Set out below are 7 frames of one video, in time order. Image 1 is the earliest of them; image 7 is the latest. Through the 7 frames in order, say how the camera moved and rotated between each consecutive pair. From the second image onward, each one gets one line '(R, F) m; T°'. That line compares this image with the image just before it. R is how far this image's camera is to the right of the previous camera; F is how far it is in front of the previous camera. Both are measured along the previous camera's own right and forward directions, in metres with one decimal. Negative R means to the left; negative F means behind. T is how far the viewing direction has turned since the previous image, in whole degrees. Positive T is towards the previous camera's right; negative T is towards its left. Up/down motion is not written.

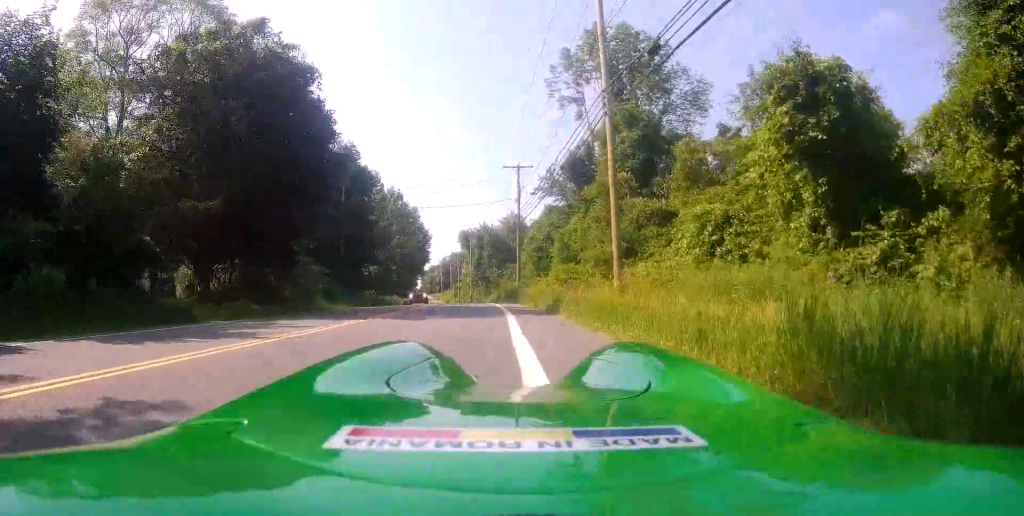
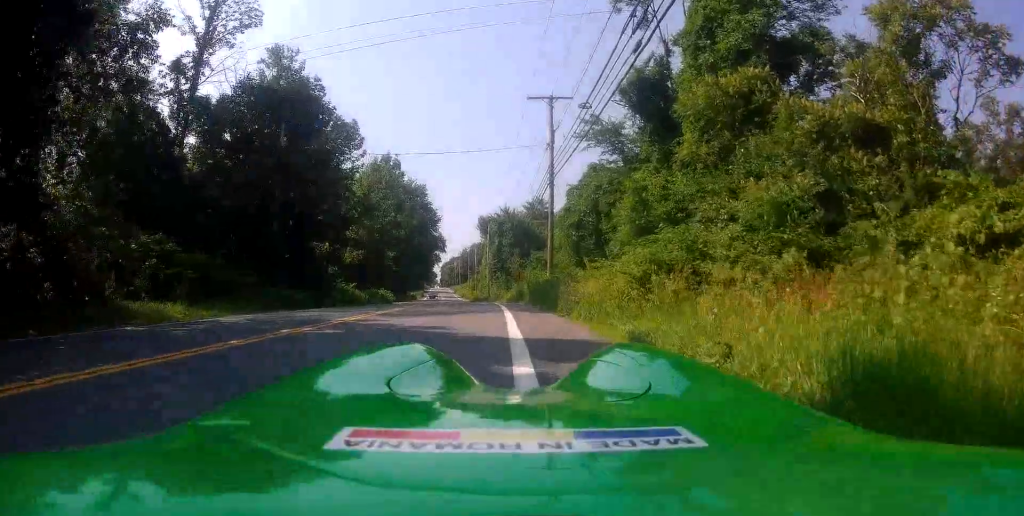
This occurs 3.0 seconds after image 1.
(-0.1, +16.2) m; -1°
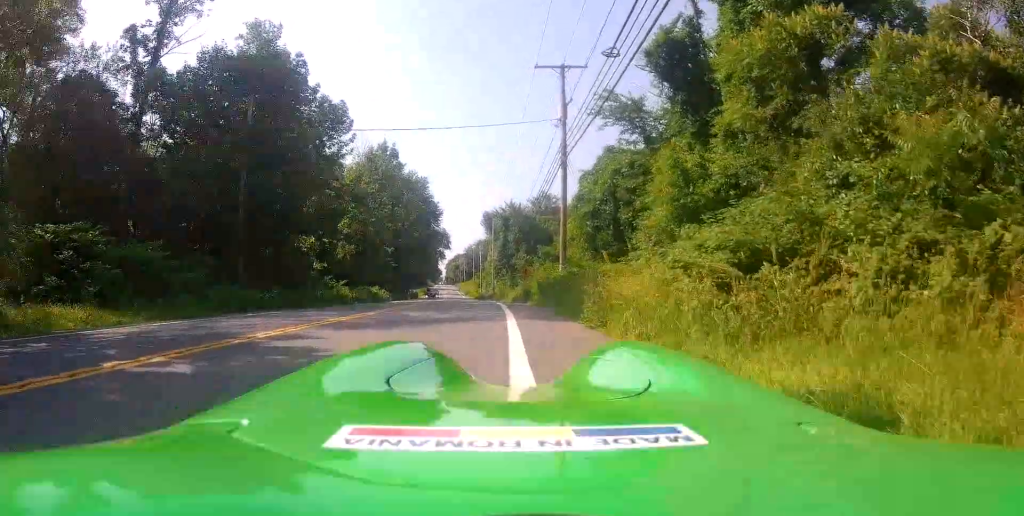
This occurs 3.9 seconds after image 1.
(0.0, +4.5) m; -2°
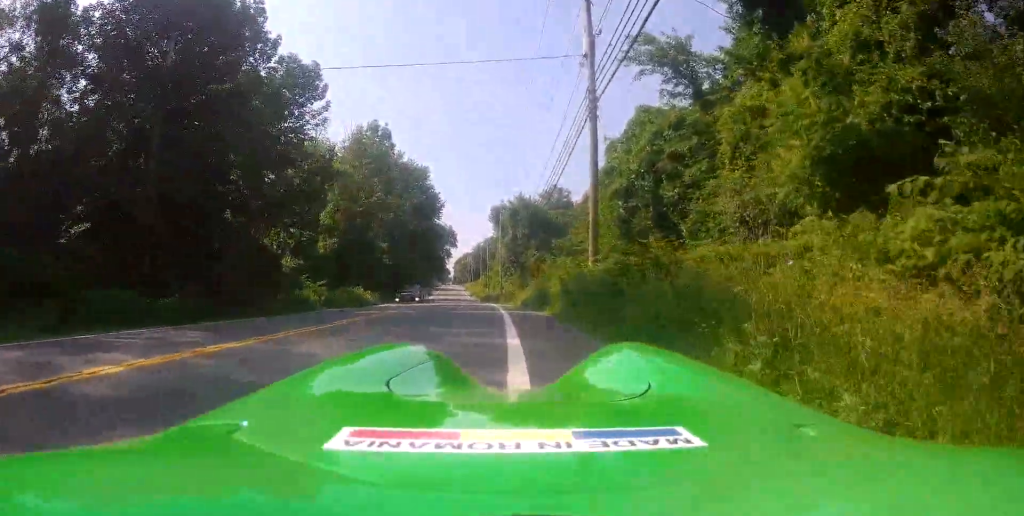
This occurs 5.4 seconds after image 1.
(-0.2, +7.3) m; -5°
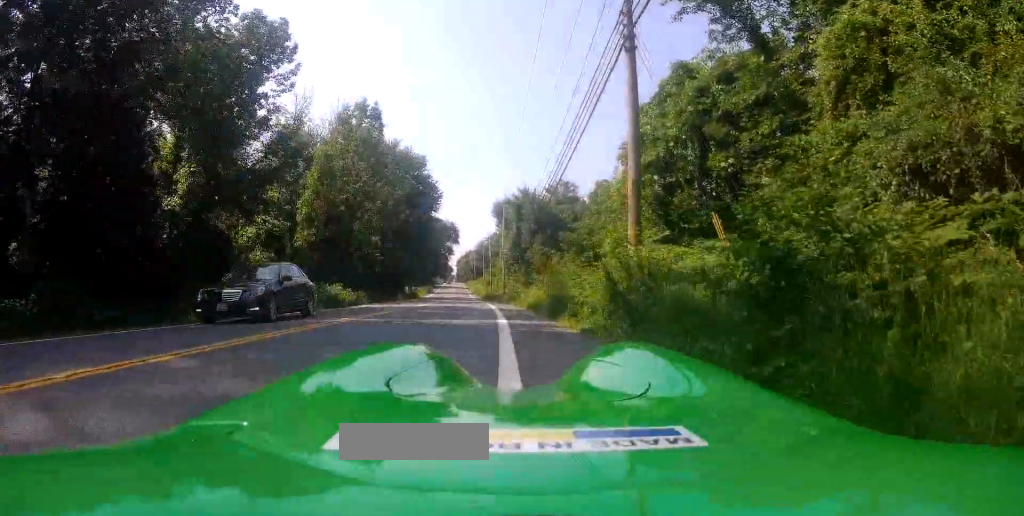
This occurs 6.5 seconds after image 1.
(-0.3, +5.4) m; -6°
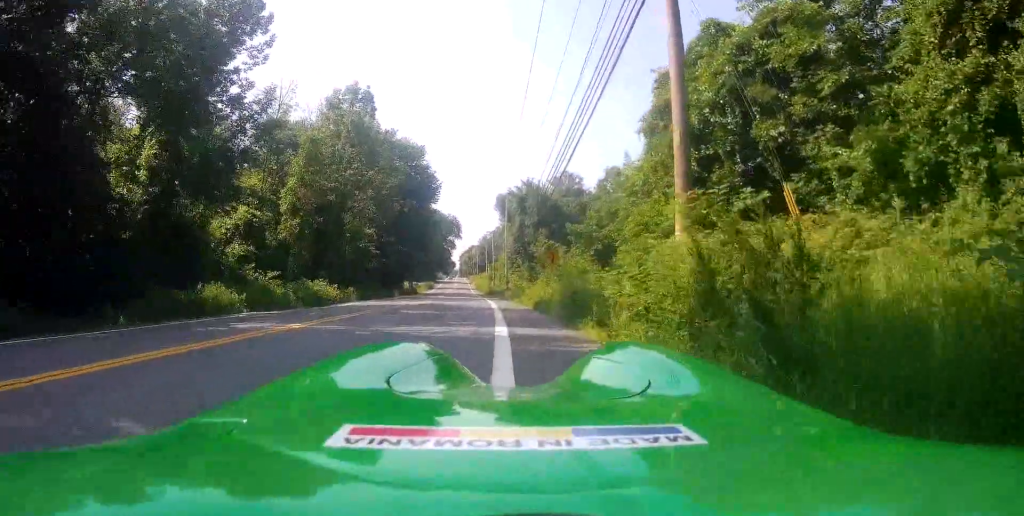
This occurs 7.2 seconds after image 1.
(-0.1, +3.4) m; -1°
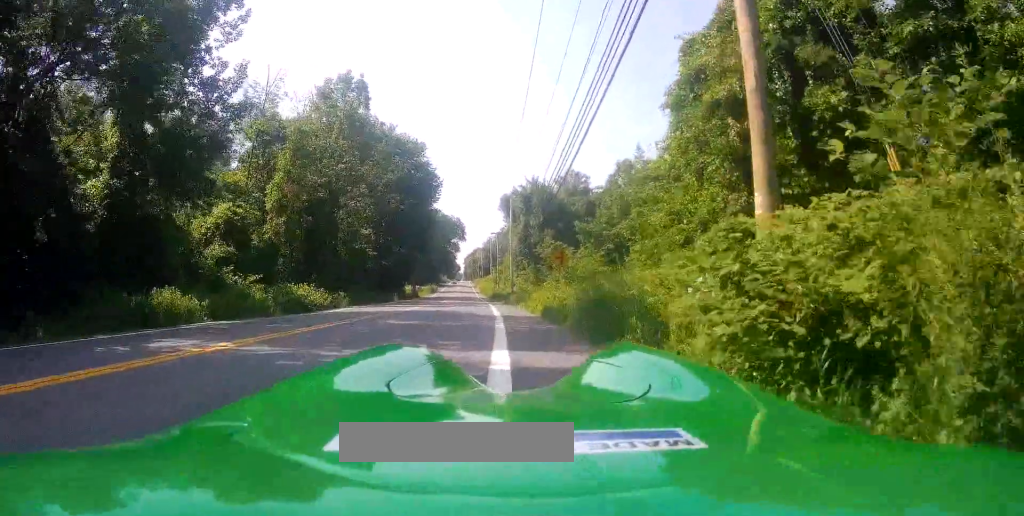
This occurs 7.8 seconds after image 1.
(0.0, +2.7) m; 0°
